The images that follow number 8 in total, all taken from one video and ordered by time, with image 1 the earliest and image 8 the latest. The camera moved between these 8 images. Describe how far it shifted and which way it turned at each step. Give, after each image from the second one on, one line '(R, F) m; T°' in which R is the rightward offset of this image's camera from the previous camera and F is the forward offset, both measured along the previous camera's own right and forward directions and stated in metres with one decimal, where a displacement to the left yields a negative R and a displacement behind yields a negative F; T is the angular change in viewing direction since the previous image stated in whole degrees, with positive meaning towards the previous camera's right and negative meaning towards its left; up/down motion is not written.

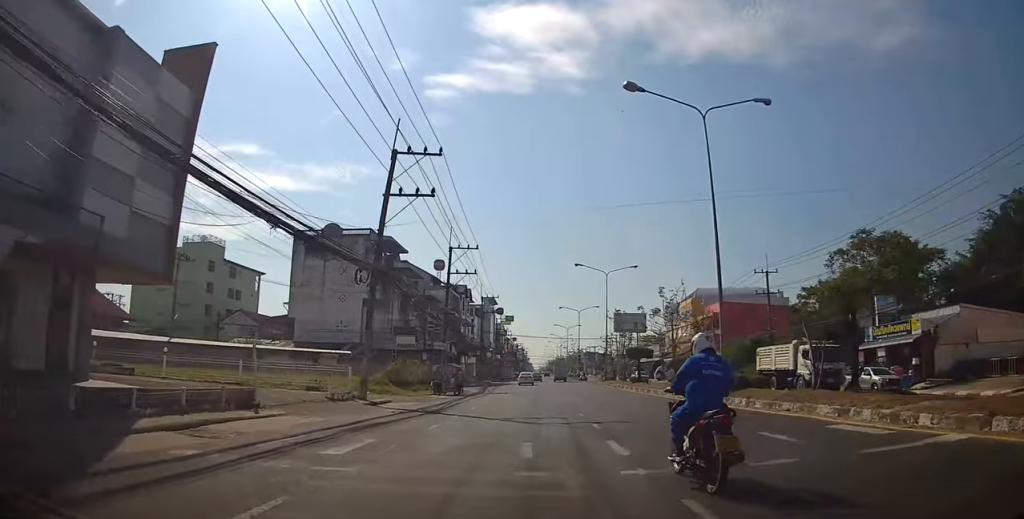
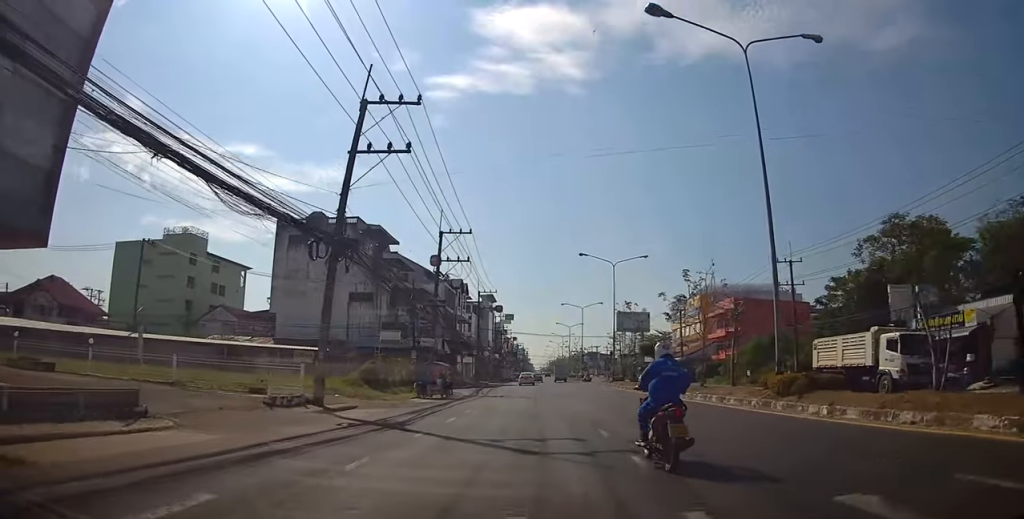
(0.0, +5.2) m; 0°
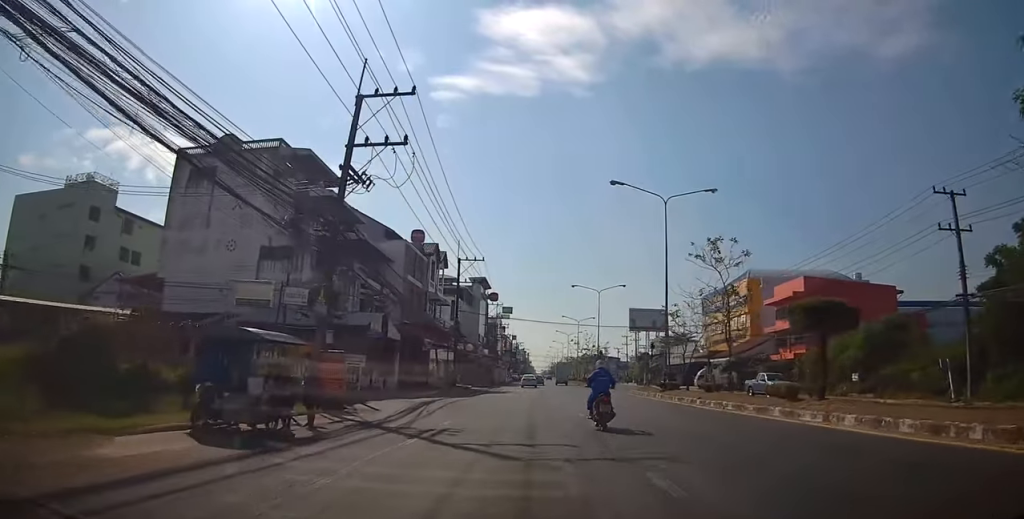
(0.0, +21.7) m; 0°
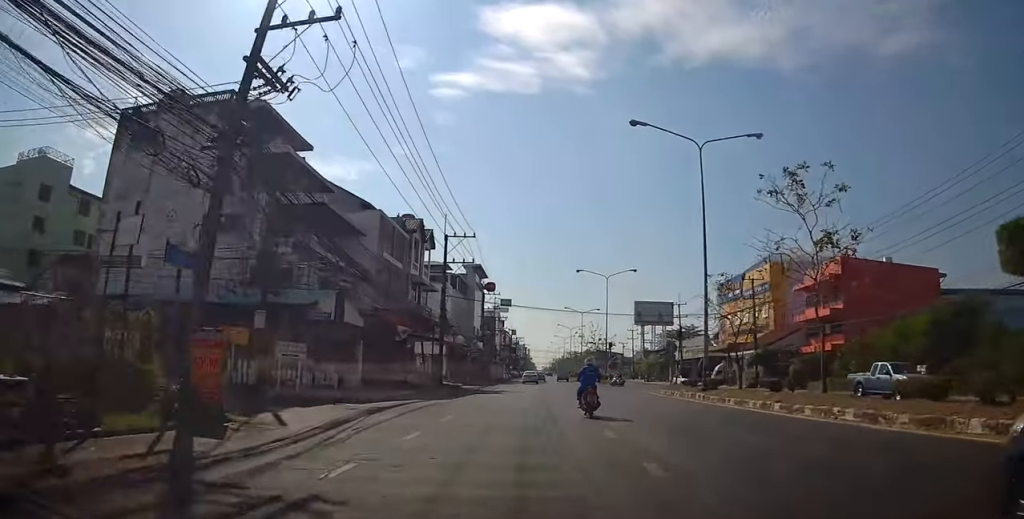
(0.0, +8.1) m; 0°
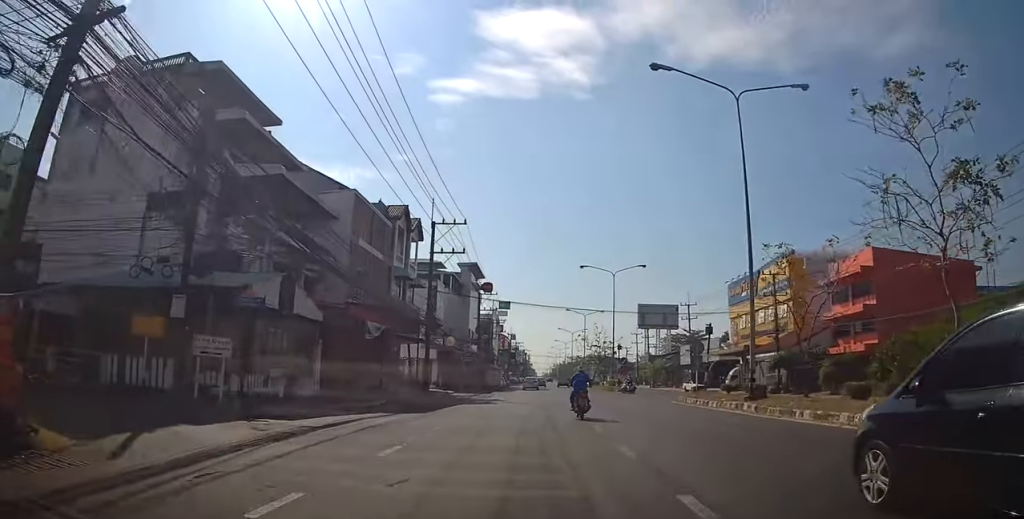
(0.0, +5.9) m; 0°
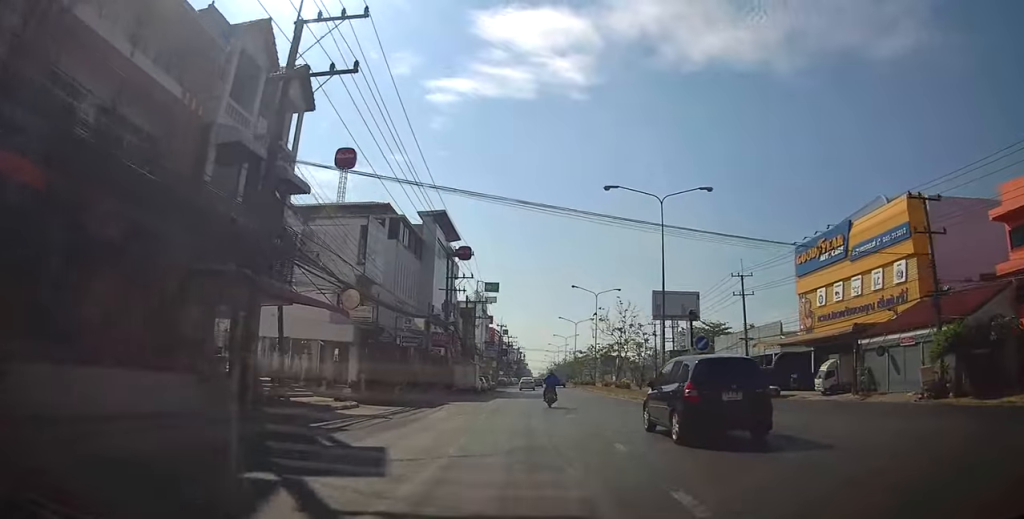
(-0.5, +27.0) m; -2°
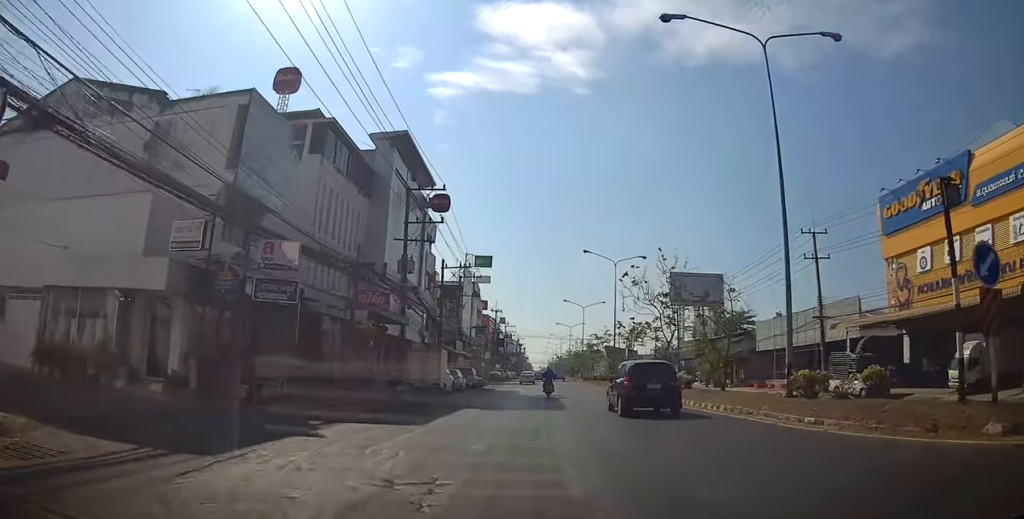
(-0.2, +19.8) m; -1°
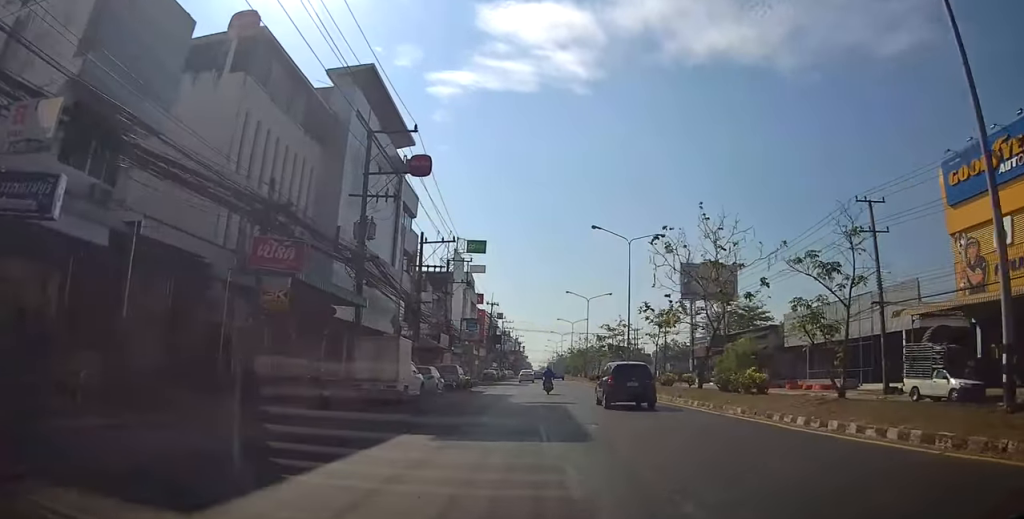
(0.0, +10.2) m; 0°
